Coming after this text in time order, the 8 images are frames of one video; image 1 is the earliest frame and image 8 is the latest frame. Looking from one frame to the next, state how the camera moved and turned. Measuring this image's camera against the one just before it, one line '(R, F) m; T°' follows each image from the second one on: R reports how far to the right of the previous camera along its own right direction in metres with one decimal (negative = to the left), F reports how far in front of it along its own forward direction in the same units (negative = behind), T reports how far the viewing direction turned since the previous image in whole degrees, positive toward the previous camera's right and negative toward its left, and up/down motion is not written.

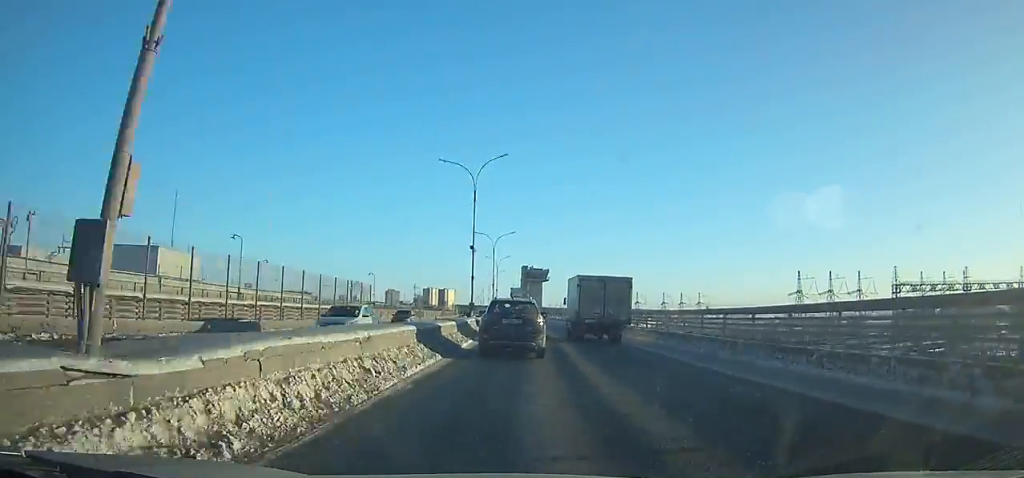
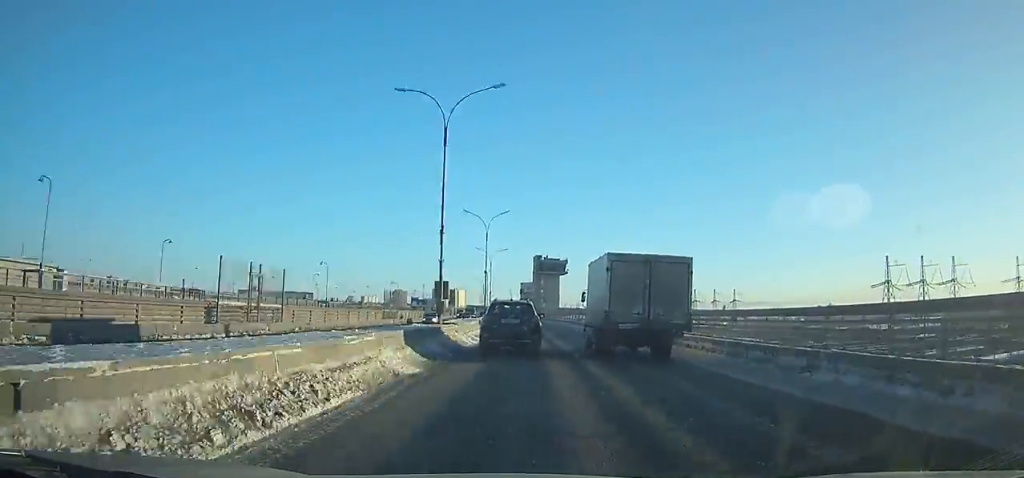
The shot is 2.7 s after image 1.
(-3.9, +50.0) m; -4°
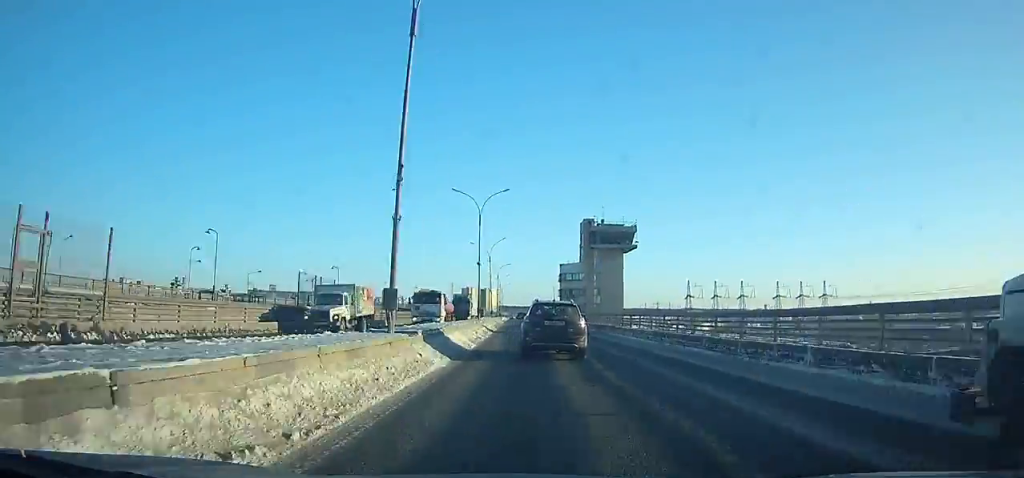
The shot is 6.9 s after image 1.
(-0.2, +80.1) m; 0°
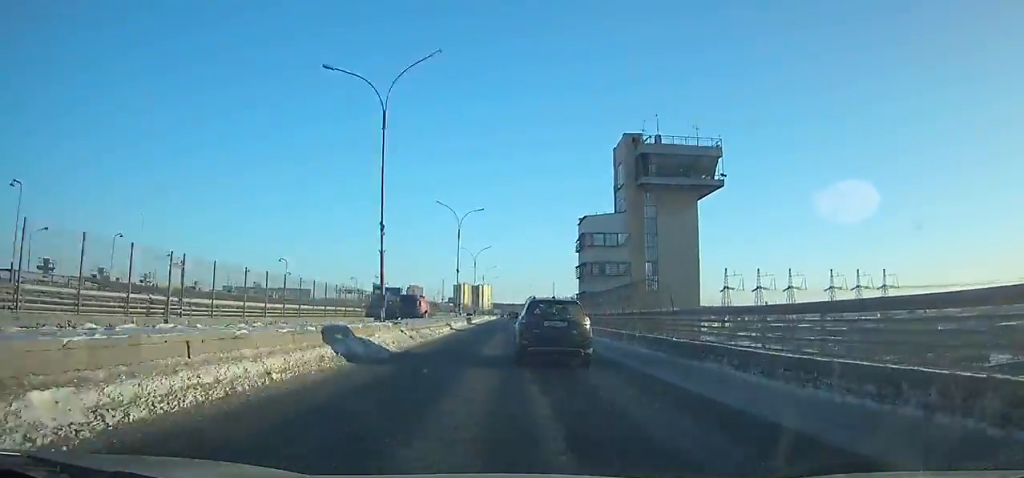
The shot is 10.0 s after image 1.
(-0.5, +58.6) m; -1°
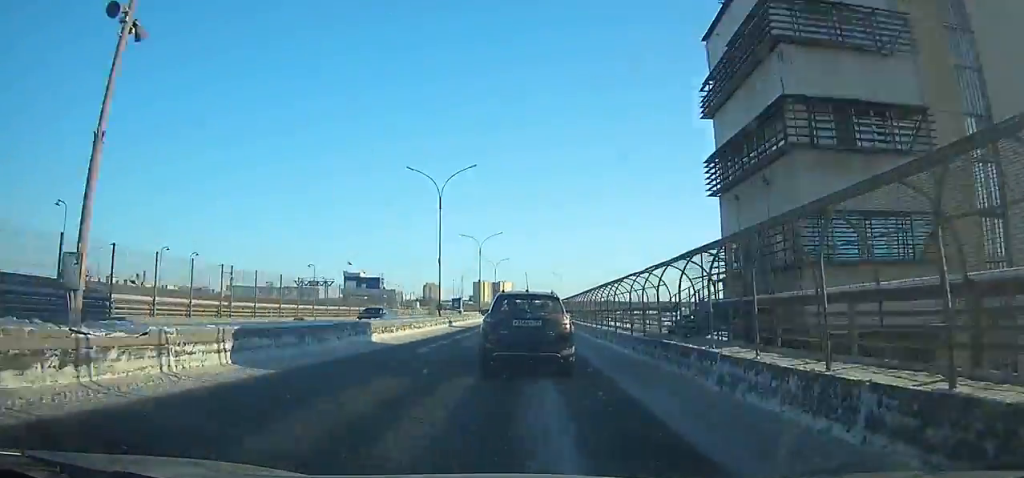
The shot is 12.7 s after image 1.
(-0.1, +49.4) m; -1°
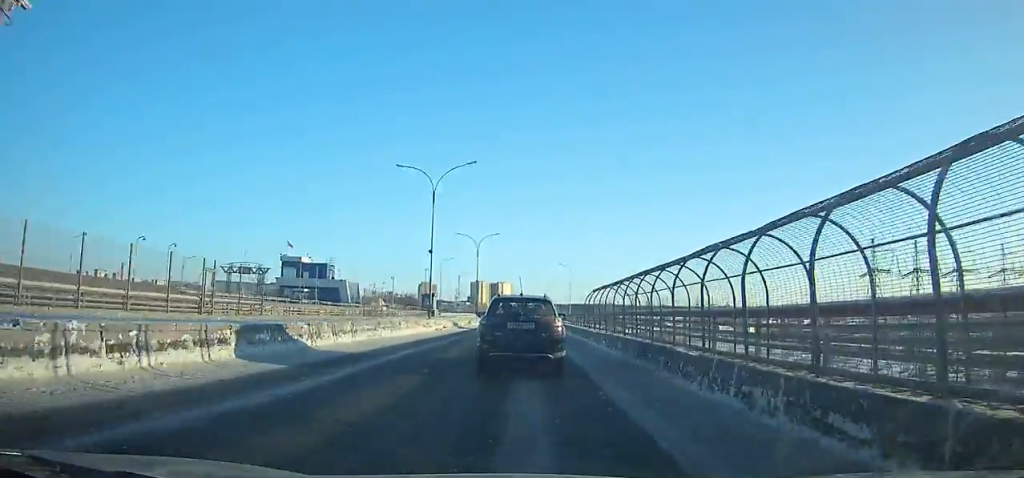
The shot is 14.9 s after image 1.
(-0.3, +38.7) m; -1°
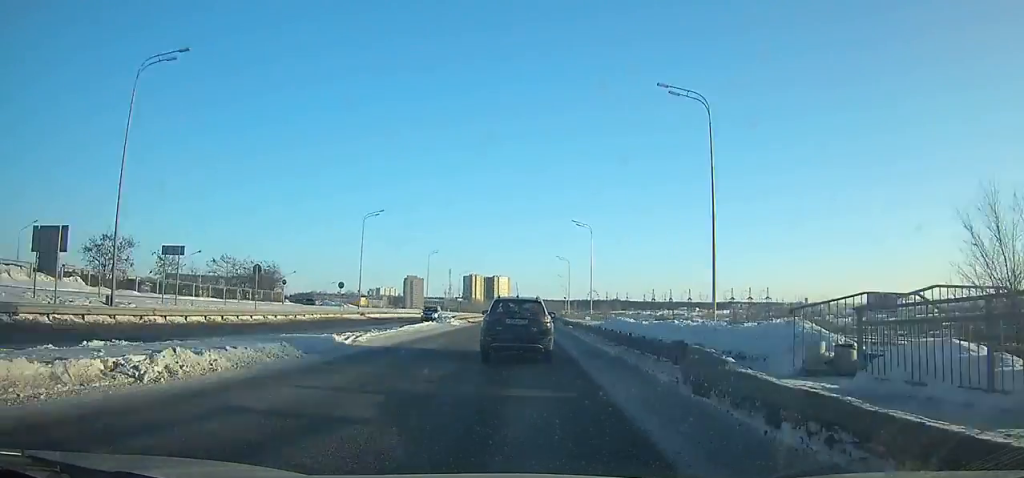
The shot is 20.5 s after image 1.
(-0.4, +95.4) m; 0°
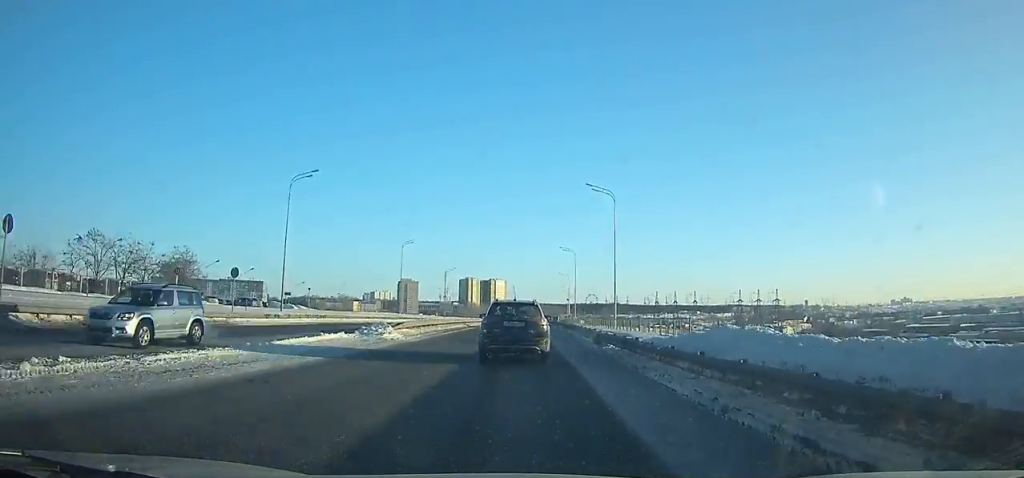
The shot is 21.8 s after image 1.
(0.0, +22.2) m; 0°
